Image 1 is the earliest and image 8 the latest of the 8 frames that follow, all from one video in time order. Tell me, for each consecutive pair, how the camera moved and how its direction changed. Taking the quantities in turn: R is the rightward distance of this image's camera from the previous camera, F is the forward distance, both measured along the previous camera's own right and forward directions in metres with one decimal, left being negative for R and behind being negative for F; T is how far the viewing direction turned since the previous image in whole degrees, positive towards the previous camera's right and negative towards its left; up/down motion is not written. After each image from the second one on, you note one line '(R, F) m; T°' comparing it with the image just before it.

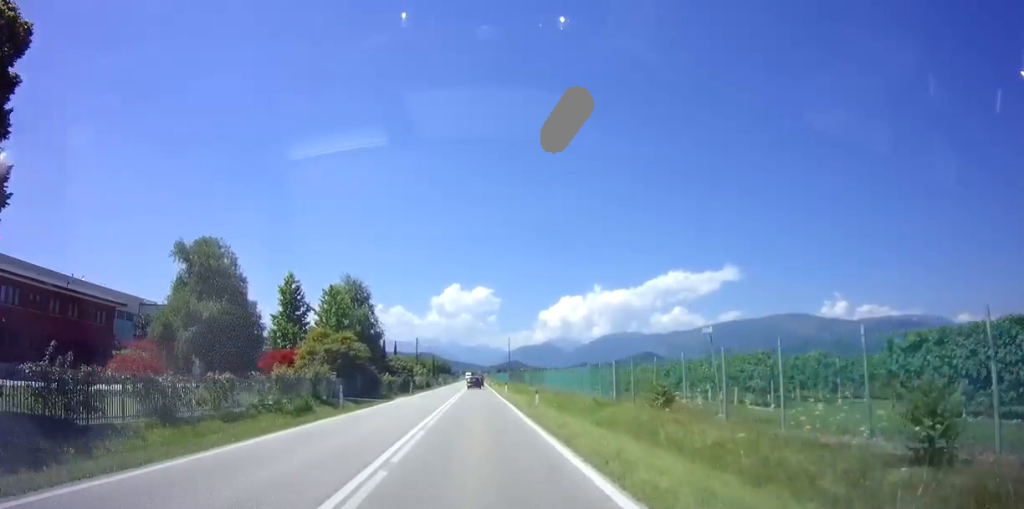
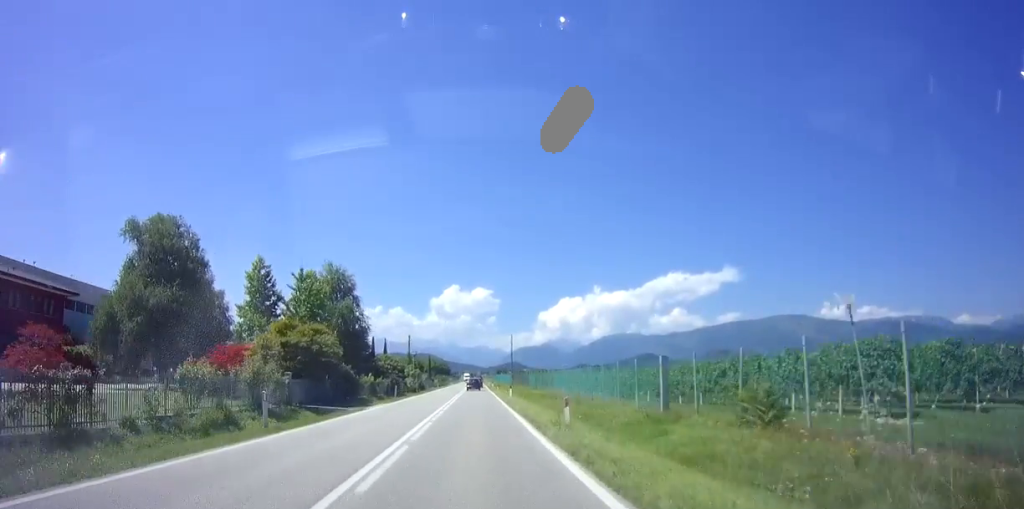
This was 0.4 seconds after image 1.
(+0.1, +8.0) m; 0°
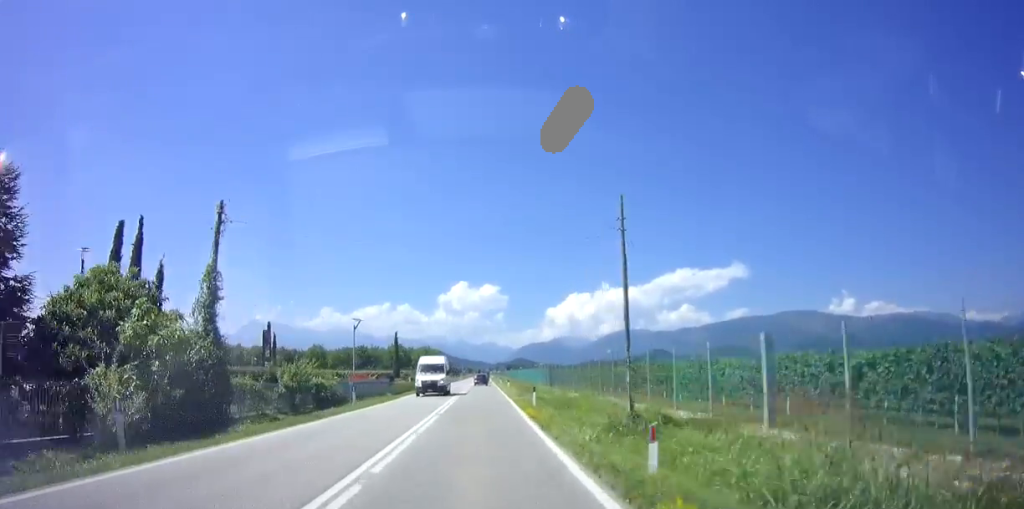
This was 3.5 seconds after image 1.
(-1.4, +56.0) m; -2°
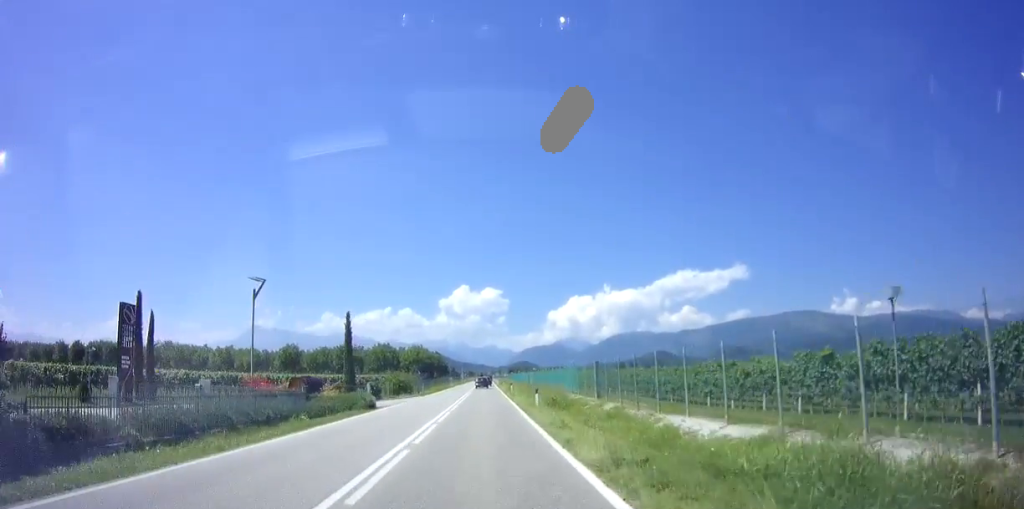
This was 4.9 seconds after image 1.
(+0.3, +24.9) m; +1°
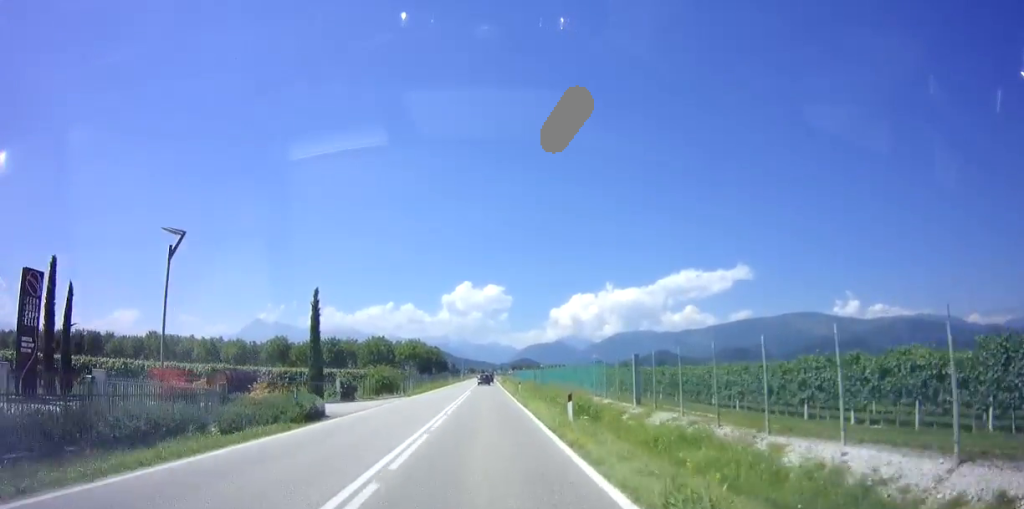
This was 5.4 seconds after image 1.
(0.0, +9.2) m; 0°
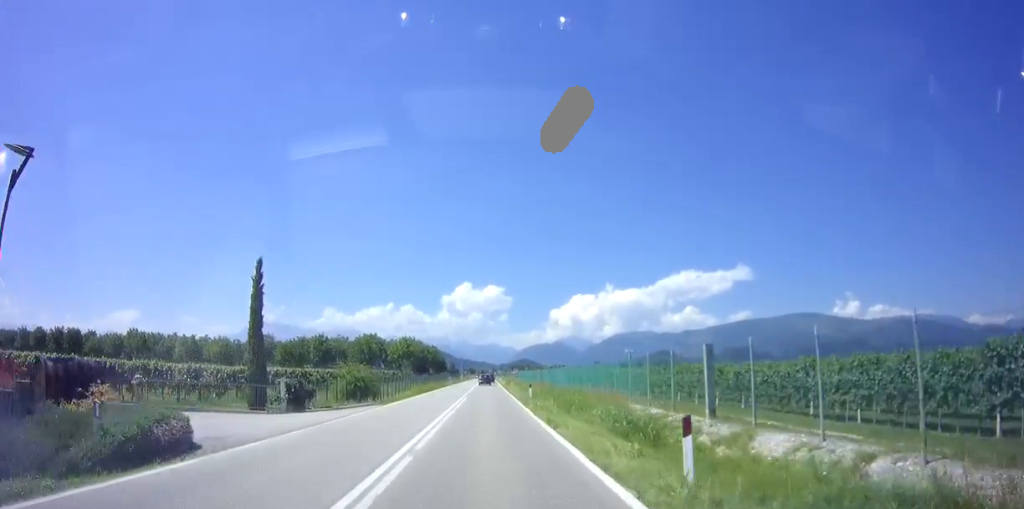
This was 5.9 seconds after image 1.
(0.0, +9.2) m; 0°
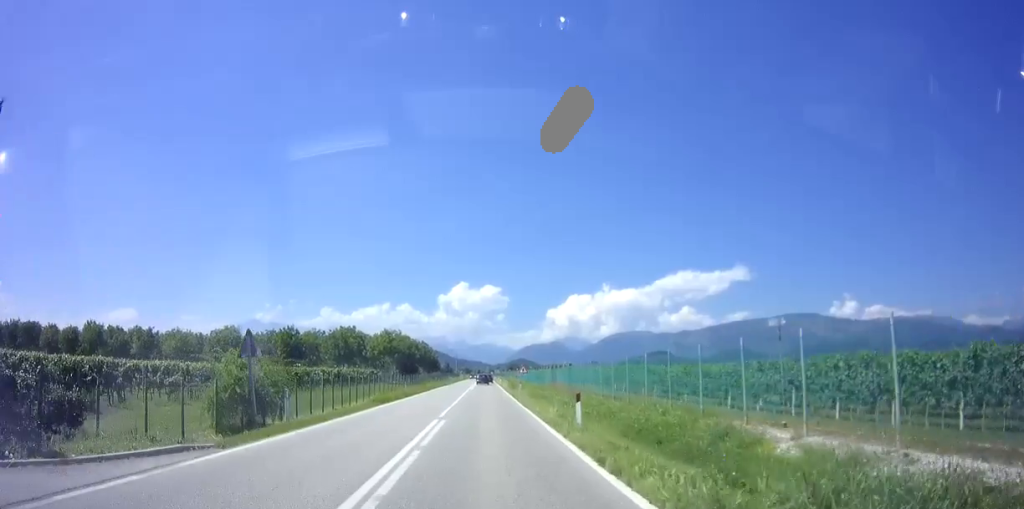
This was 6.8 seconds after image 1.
(0.0, +16.6) m; 0°
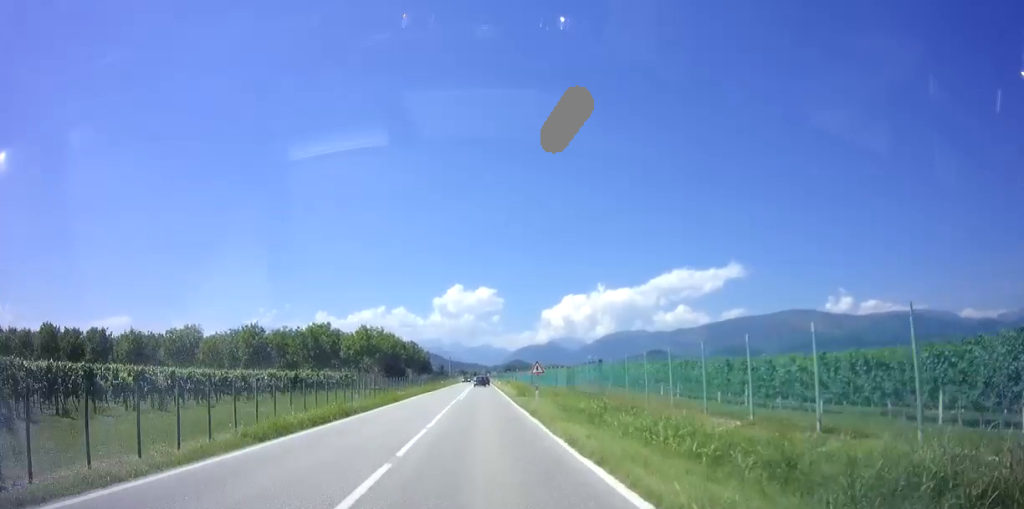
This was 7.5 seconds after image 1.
(0.0, +14.1) m; 0°
